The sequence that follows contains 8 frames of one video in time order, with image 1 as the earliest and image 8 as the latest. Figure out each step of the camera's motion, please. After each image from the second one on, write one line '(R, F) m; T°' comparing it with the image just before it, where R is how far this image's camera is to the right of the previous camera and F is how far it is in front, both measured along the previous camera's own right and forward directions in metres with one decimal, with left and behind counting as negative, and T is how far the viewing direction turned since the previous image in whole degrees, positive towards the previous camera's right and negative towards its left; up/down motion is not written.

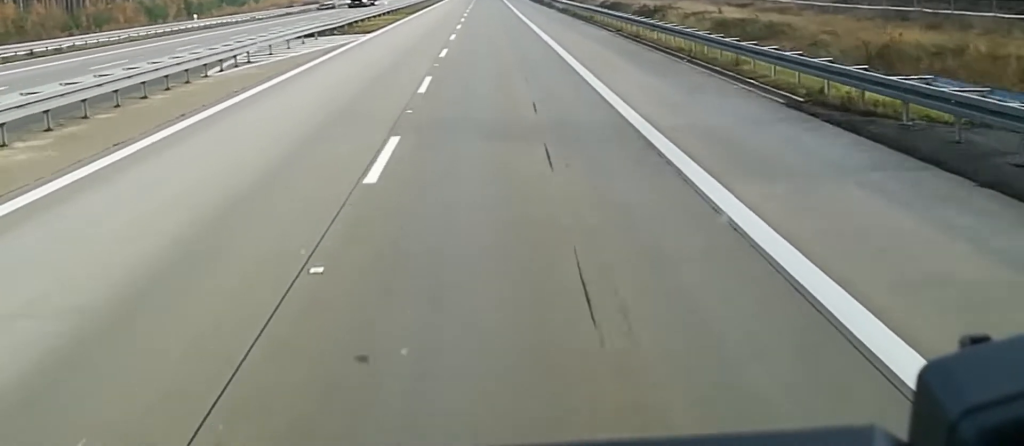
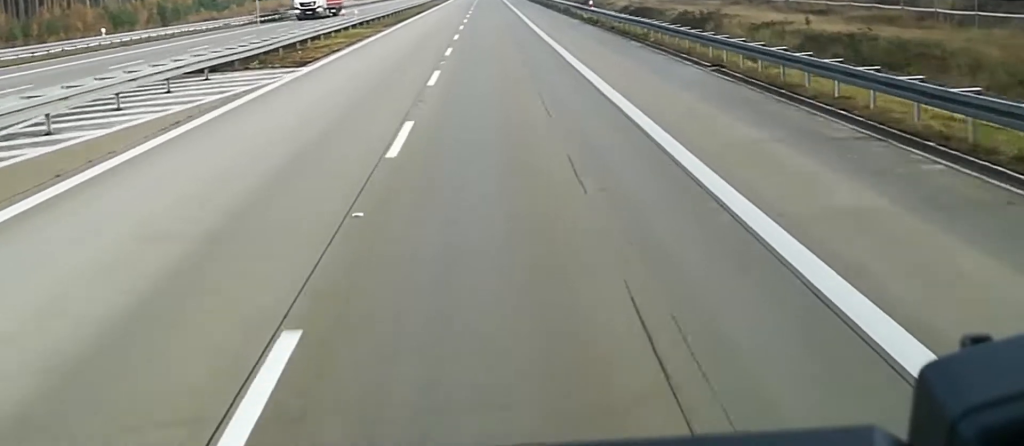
(-0.4, +22.5) m; 0°
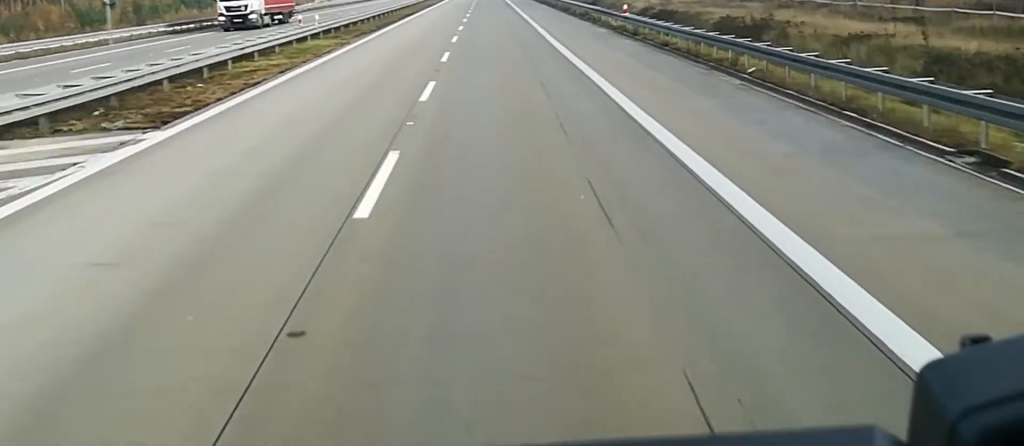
(+0.1, +16.4) m; 0°
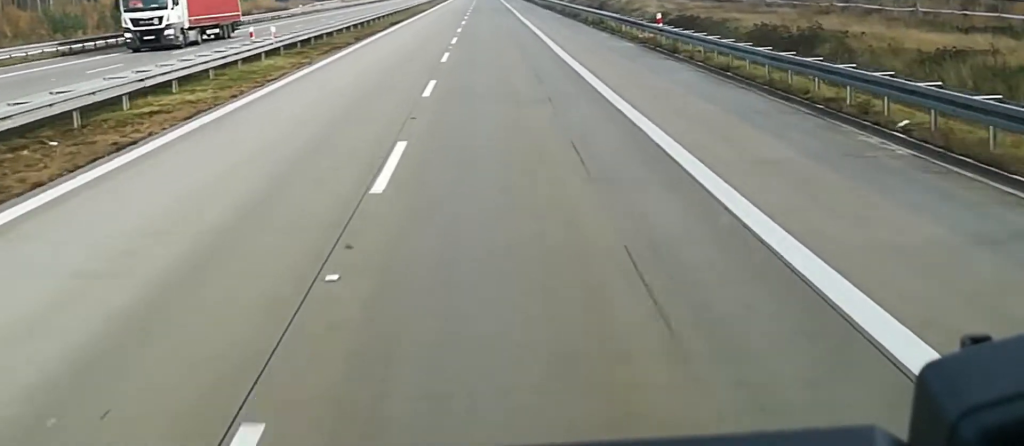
(+0.1, +10.3) m; 0°
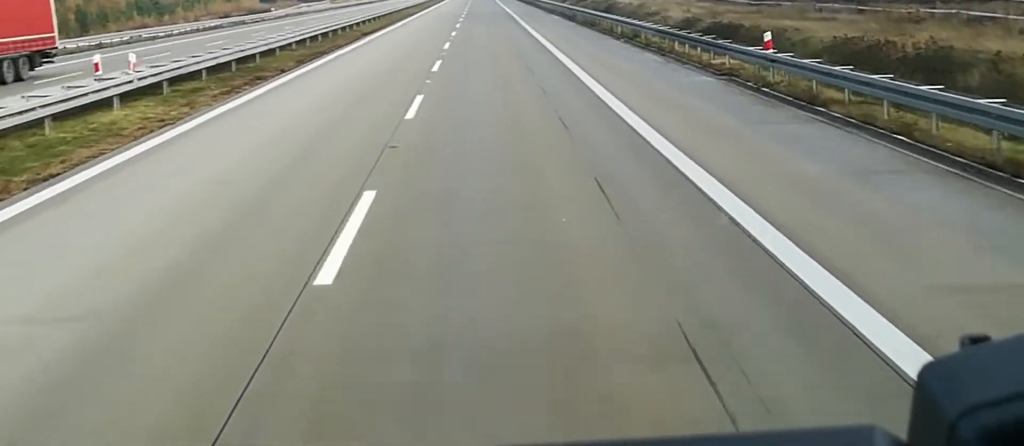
(+0.1, +17.2) m; 0°
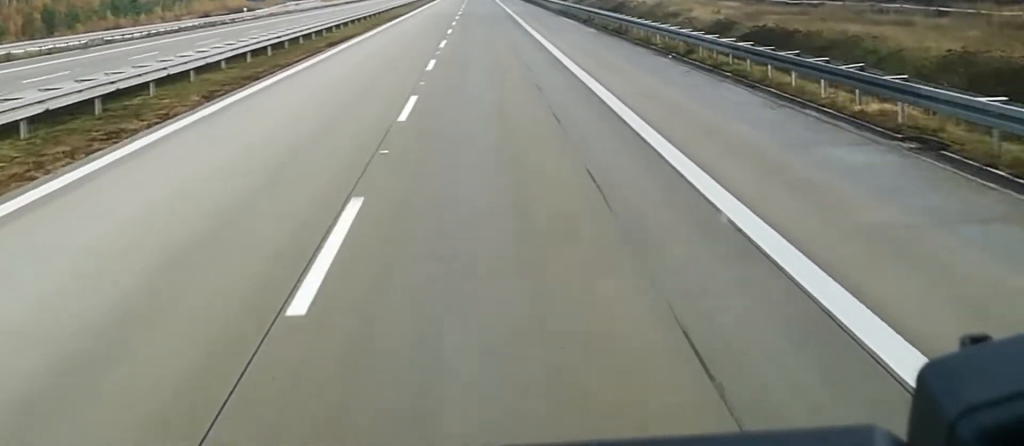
(0.0, +12.0) m; 0°
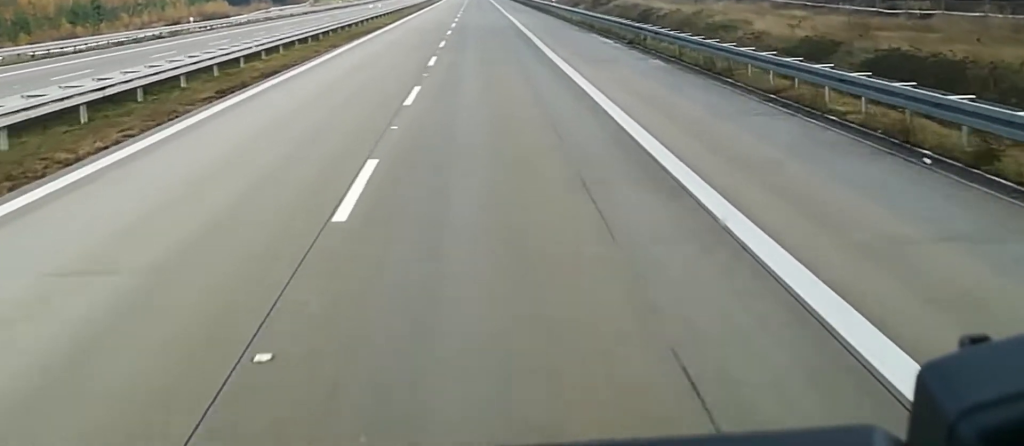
(0.0, +21.3) m; 0°
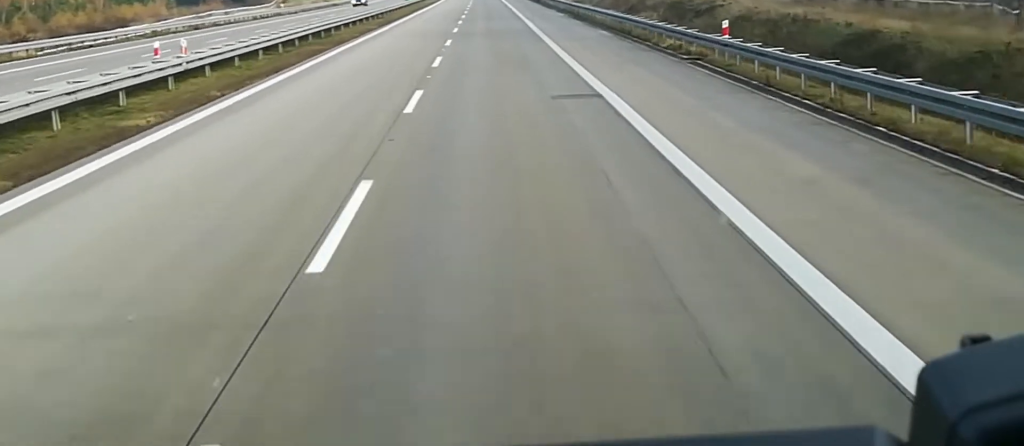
(0.0, +61.0) m; 0°
